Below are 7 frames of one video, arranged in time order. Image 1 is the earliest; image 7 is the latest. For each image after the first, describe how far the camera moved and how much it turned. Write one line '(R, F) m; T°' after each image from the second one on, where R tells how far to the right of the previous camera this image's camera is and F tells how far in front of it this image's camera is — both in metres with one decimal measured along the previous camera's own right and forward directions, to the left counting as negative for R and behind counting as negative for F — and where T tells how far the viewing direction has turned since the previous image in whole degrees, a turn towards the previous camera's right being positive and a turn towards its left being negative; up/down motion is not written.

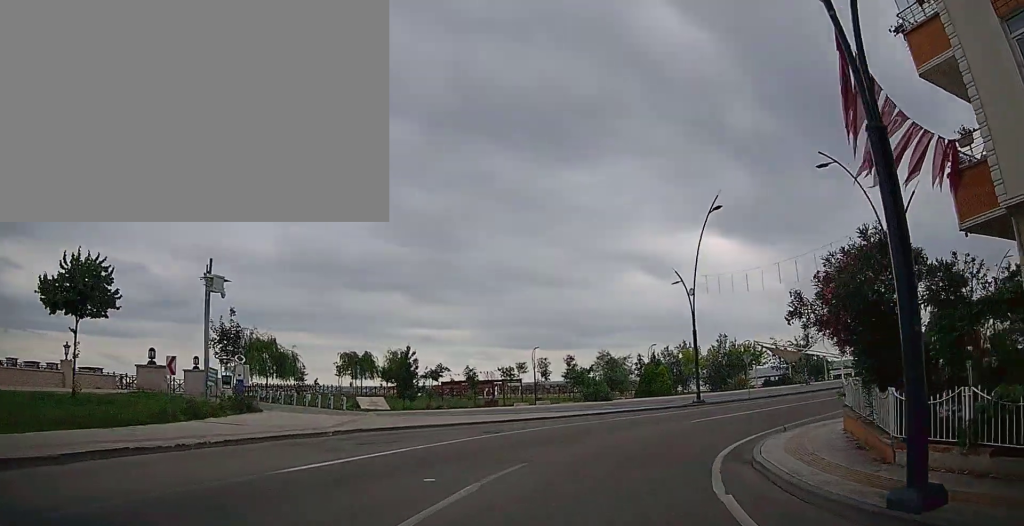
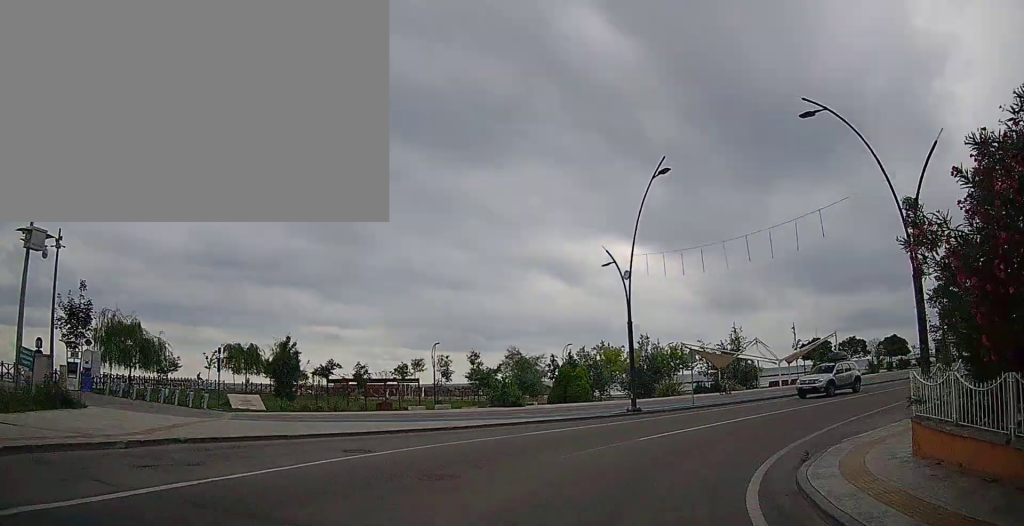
(+0.2, +5.7) m; +8°
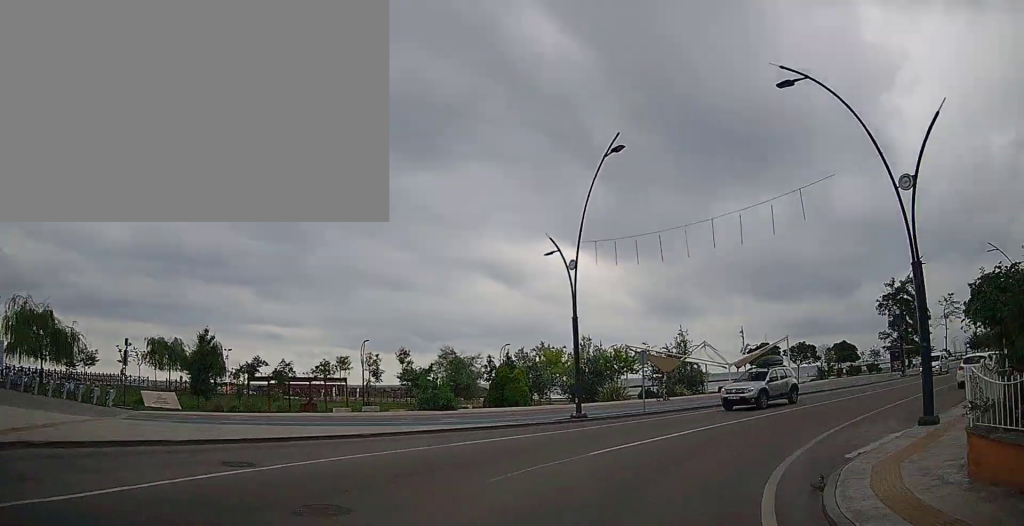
(0.0, +2.5) m; +7°
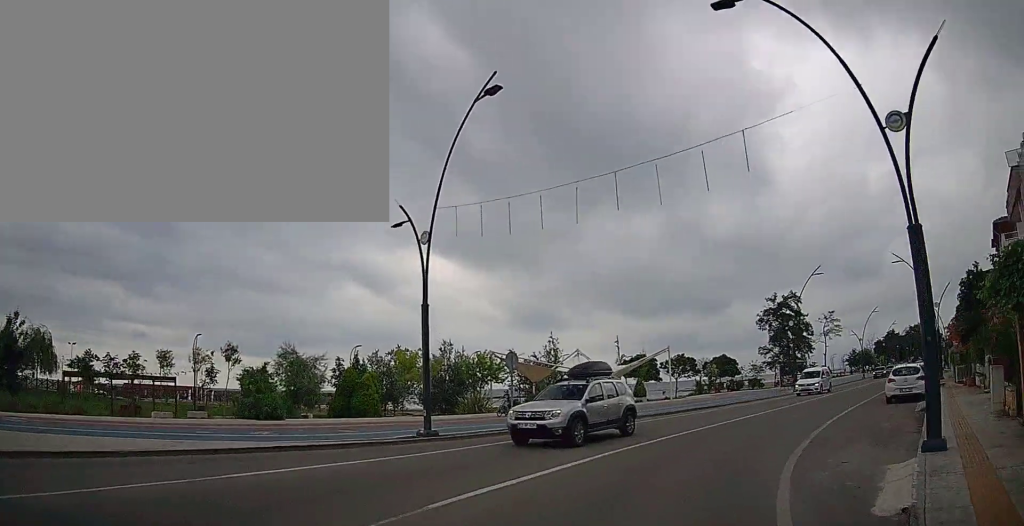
(+0.5, +4.5) m; +15°
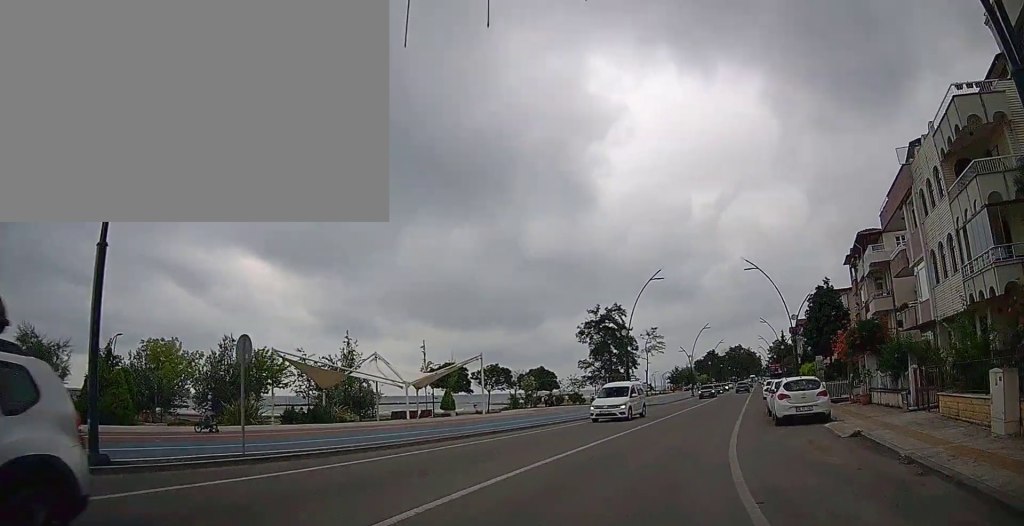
(+1.3, +6.2) m; +19°
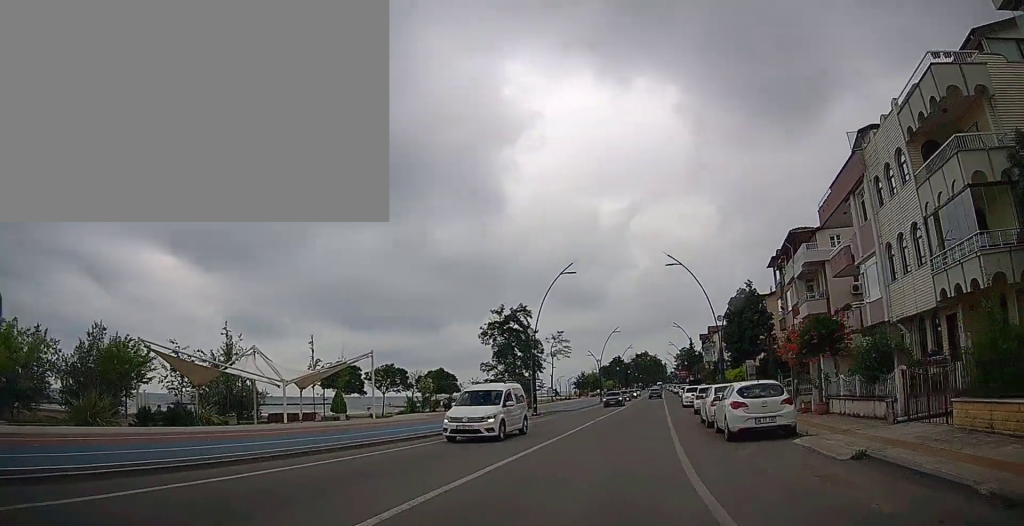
(+0.1, +4.1) m; +10°
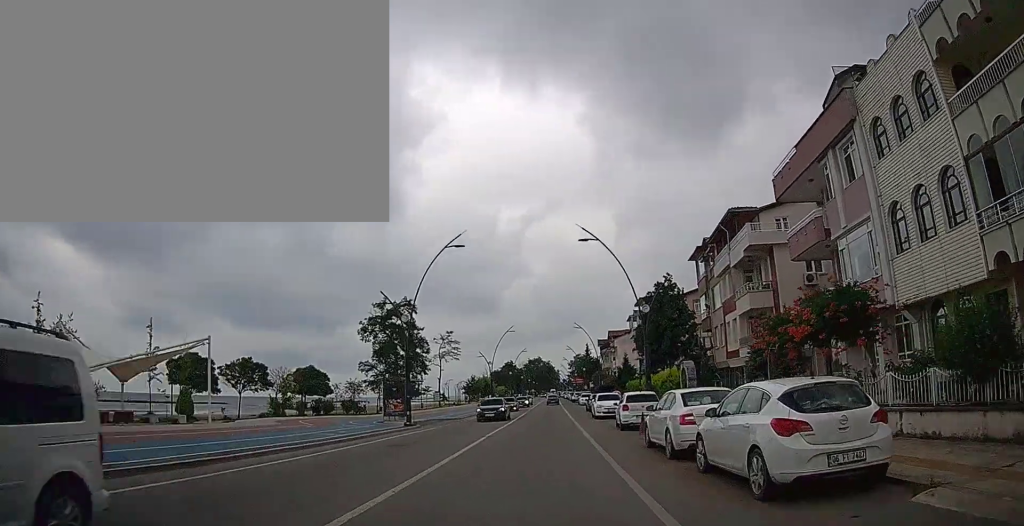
(+1.4, +7.9) m; +13°
